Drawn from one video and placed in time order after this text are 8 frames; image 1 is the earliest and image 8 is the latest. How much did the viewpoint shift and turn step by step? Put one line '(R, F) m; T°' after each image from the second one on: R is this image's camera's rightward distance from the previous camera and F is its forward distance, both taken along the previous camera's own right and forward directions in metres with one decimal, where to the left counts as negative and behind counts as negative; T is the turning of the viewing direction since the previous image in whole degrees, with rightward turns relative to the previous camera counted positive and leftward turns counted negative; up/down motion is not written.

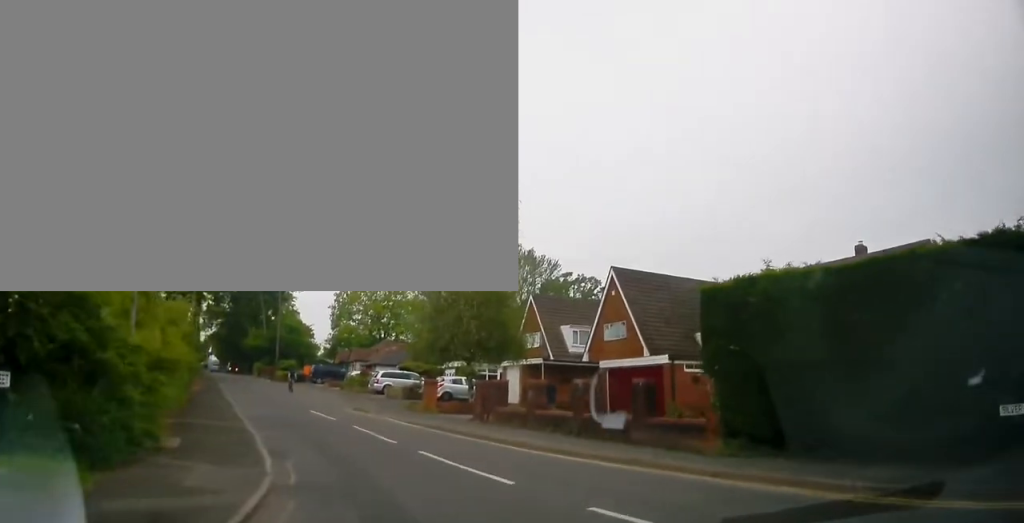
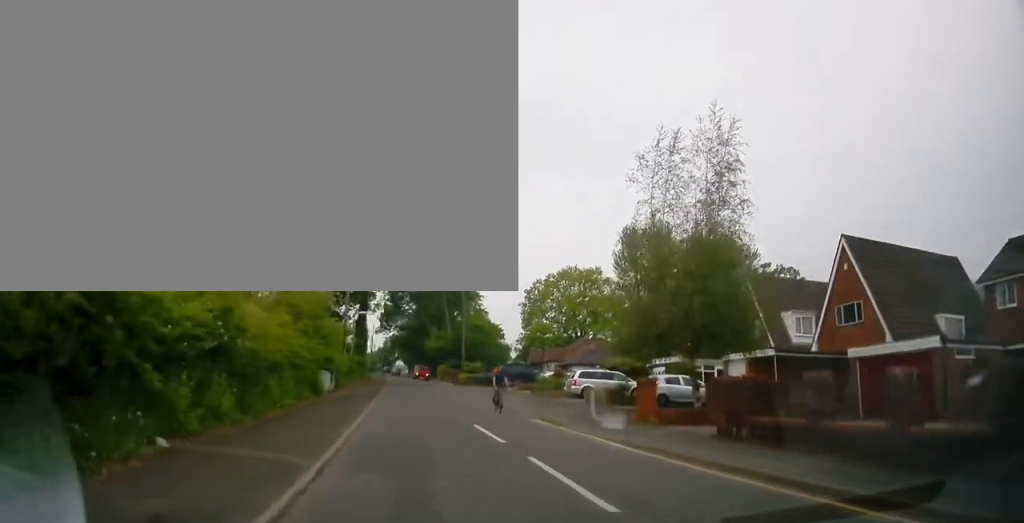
(-1.5, +6.6) m; -22°
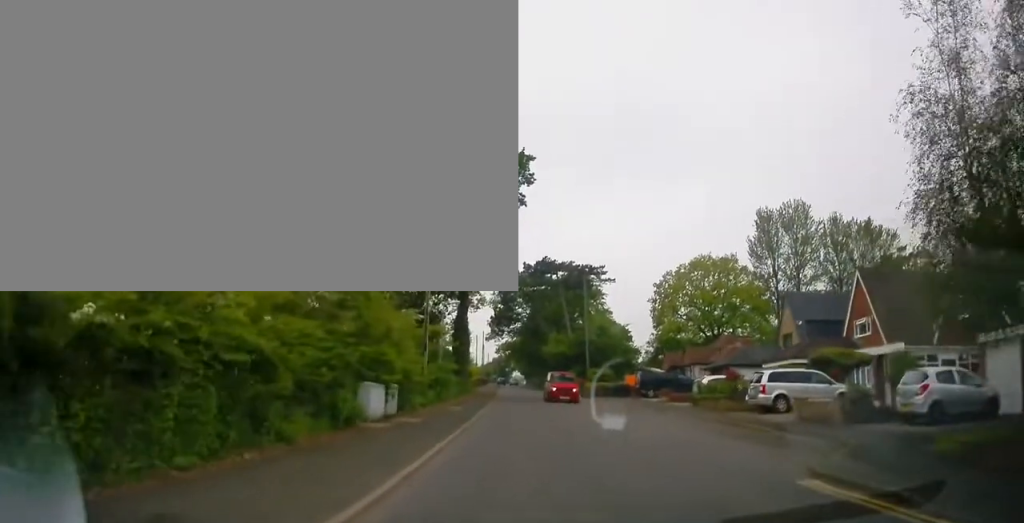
(-0.4, +11.5) m; -2°
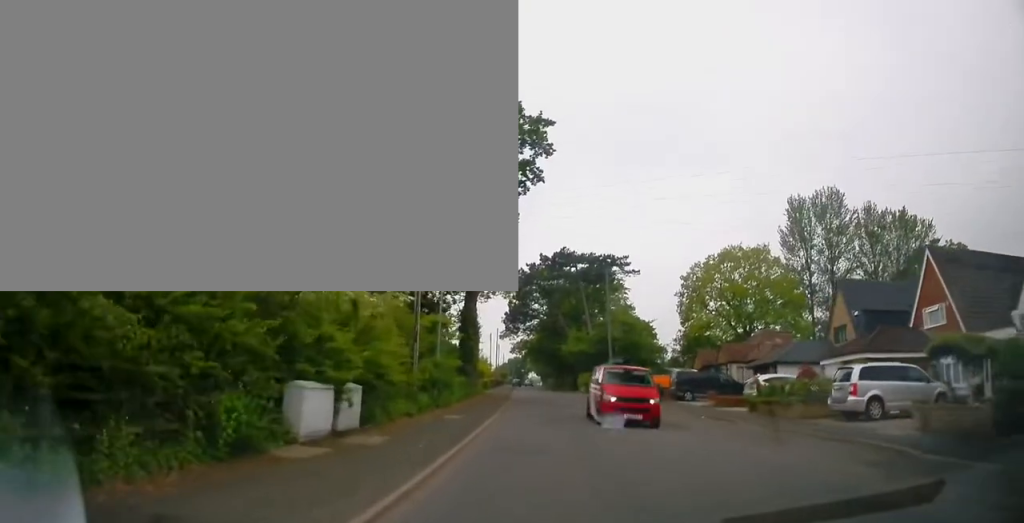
(0.0, +6.0) m; -5°
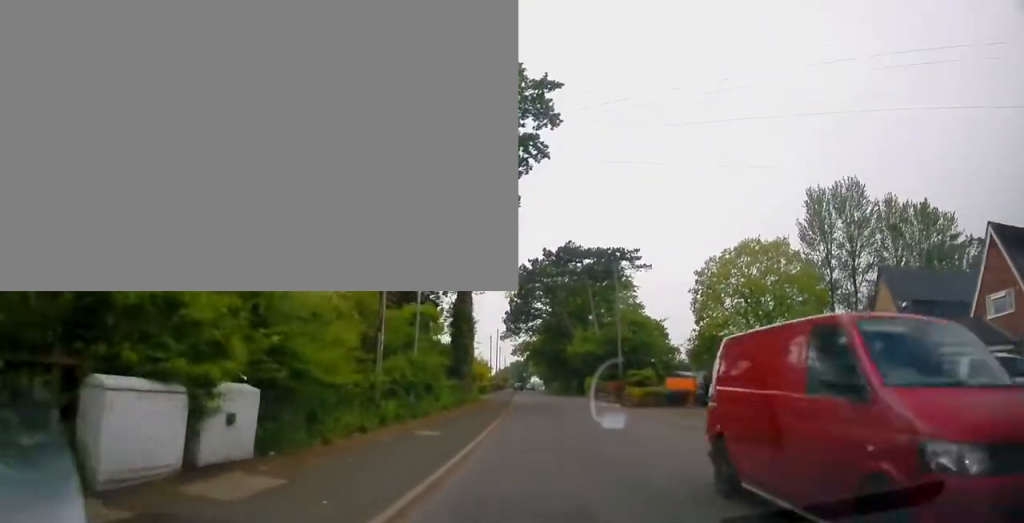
(-0.4, +5.6) m; -4°
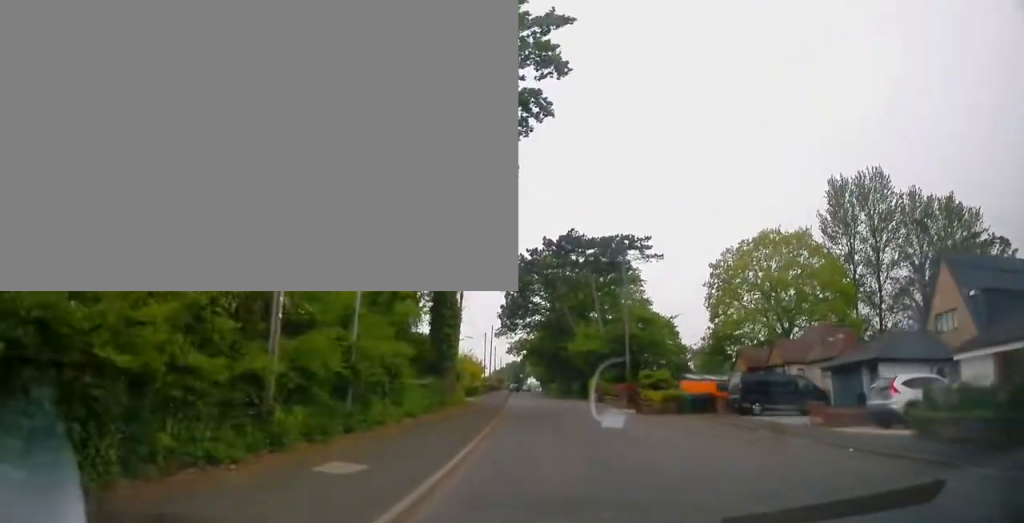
(-0.1, +6.0) m; 0°
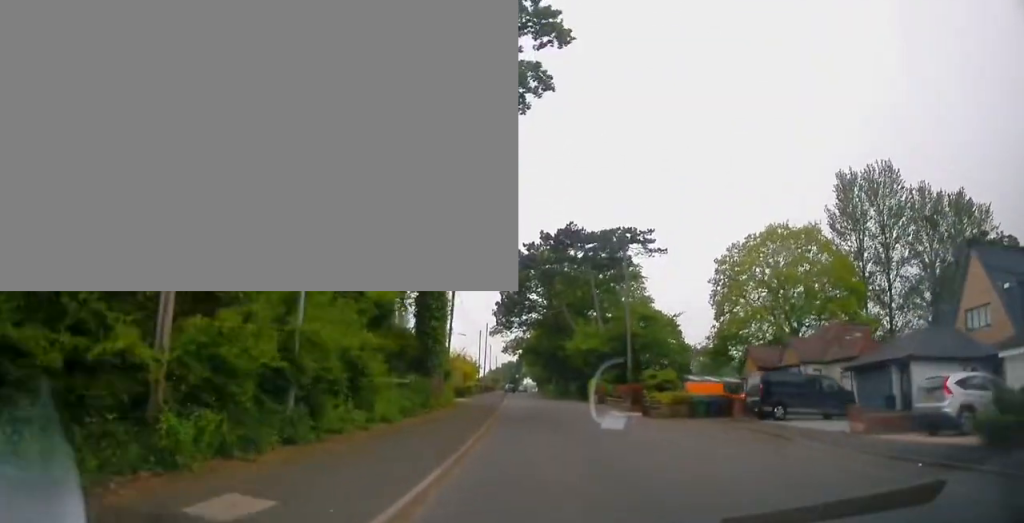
(0.0, +3.0) m; +1°
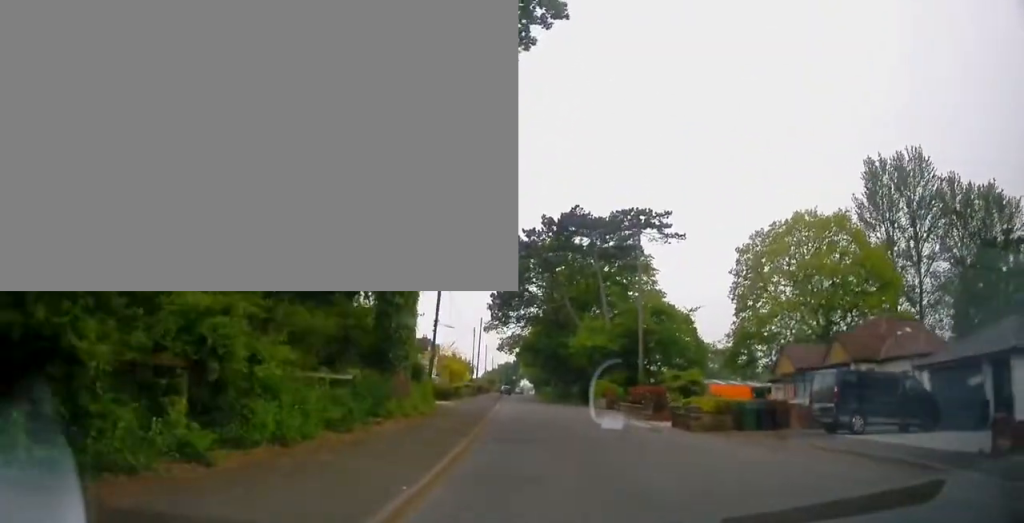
(0.0, +6.1) m; +4°
